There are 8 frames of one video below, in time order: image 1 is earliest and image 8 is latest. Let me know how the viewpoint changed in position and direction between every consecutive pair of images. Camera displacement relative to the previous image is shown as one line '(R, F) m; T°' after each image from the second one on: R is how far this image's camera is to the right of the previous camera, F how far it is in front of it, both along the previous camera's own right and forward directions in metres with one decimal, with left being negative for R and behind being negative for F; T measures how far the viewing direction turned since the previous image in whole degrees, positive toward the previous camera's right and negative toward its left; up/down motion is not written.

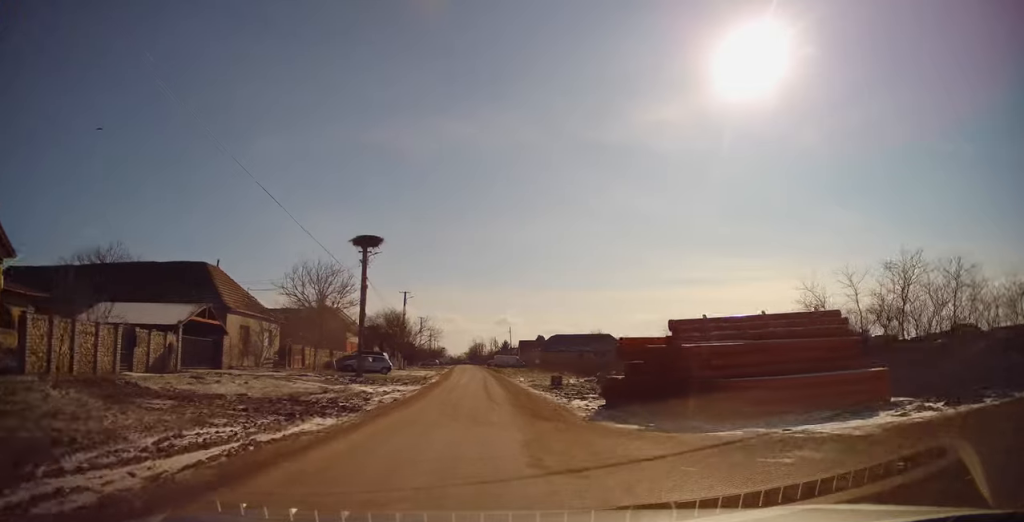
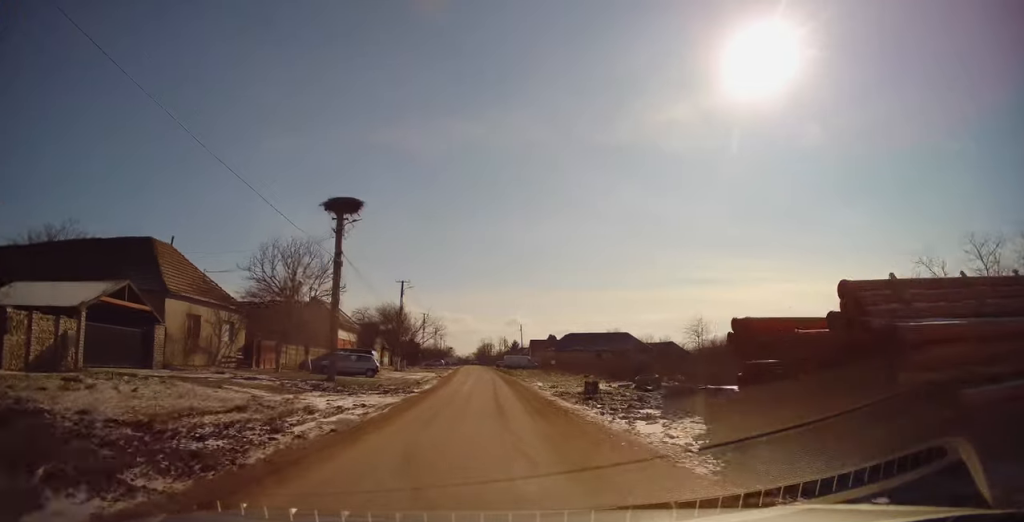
(-0.1, +7.2) m; 0°
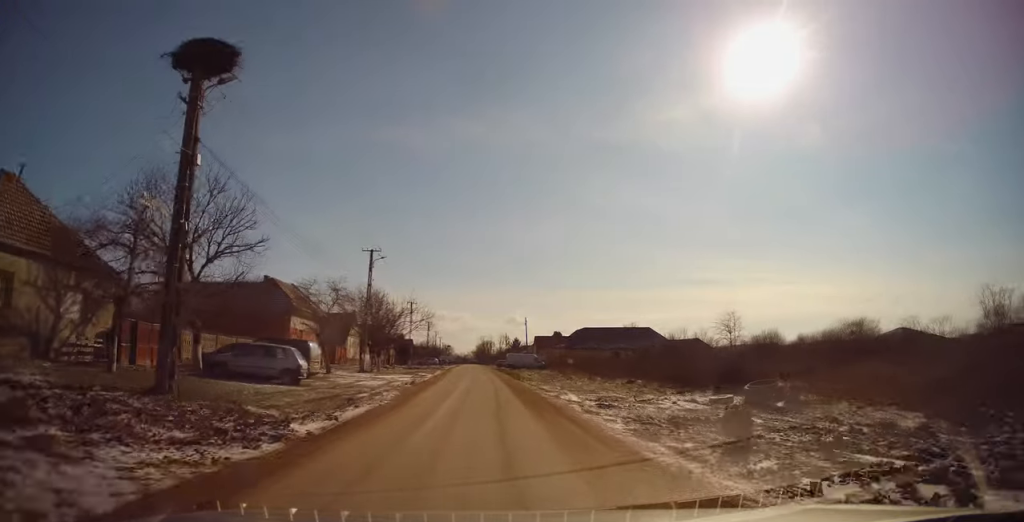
(0.0, +12.4) m; -1°
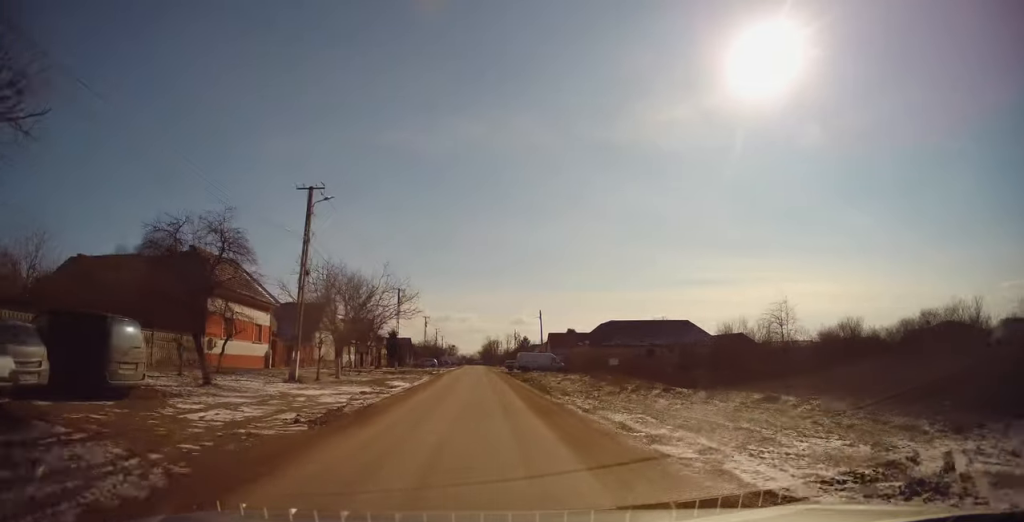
(0.0, +13.4) m; -1°
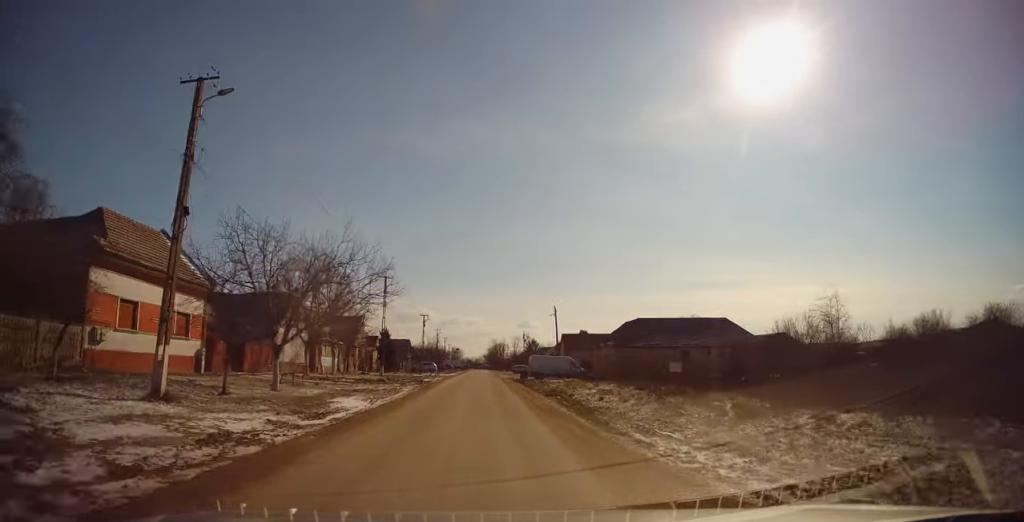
(0.0, +10.1) m; 0°
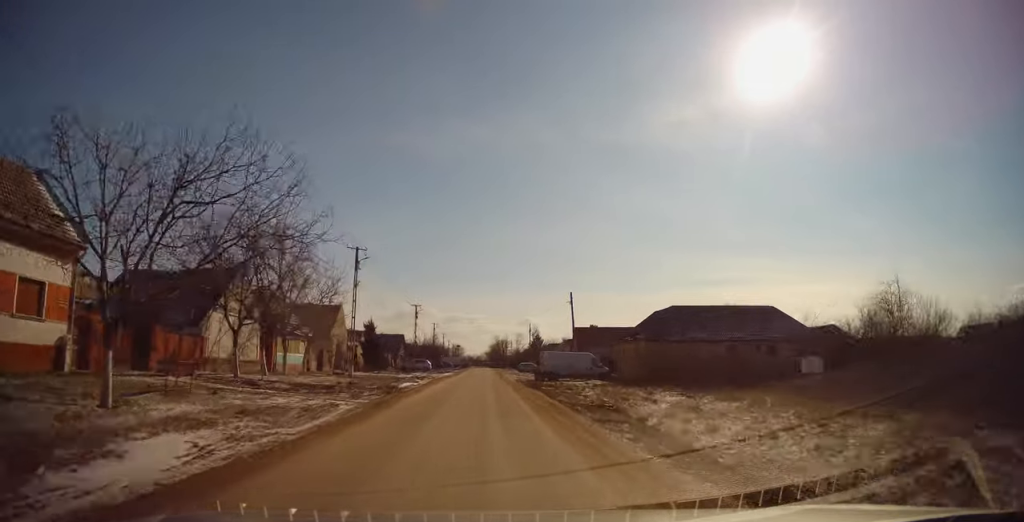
(-0.3, +10.5) m; 0°
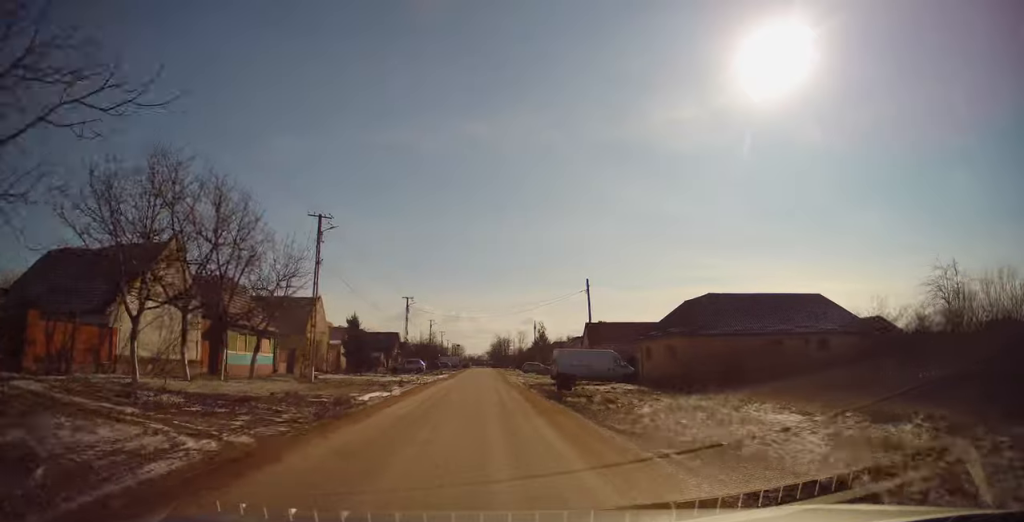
(+0.2, +8.1) m; +1°
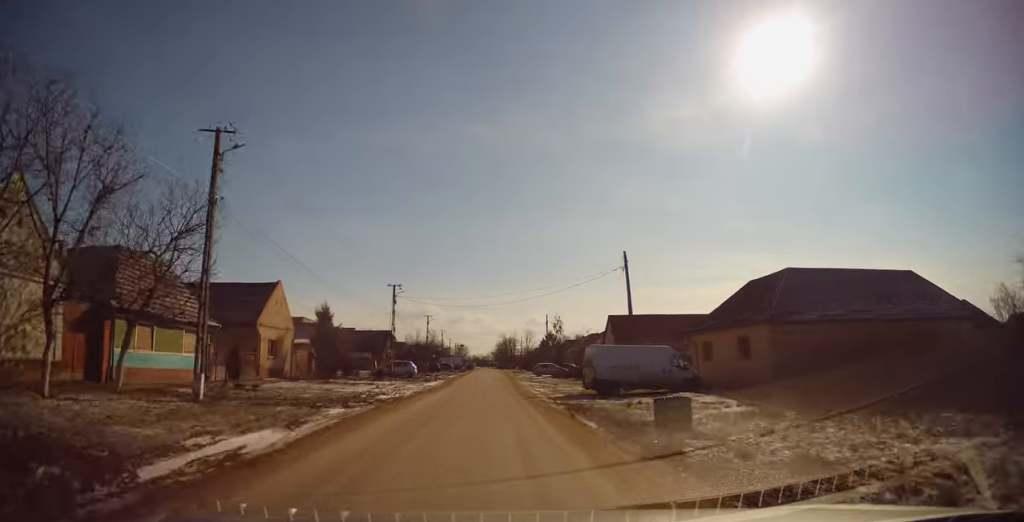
(0.0, +11.3) m; -1°
